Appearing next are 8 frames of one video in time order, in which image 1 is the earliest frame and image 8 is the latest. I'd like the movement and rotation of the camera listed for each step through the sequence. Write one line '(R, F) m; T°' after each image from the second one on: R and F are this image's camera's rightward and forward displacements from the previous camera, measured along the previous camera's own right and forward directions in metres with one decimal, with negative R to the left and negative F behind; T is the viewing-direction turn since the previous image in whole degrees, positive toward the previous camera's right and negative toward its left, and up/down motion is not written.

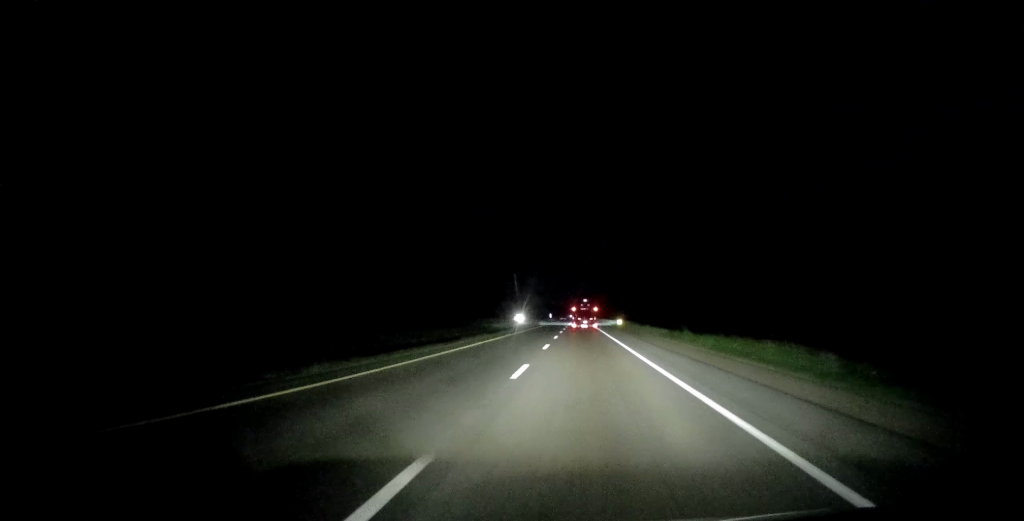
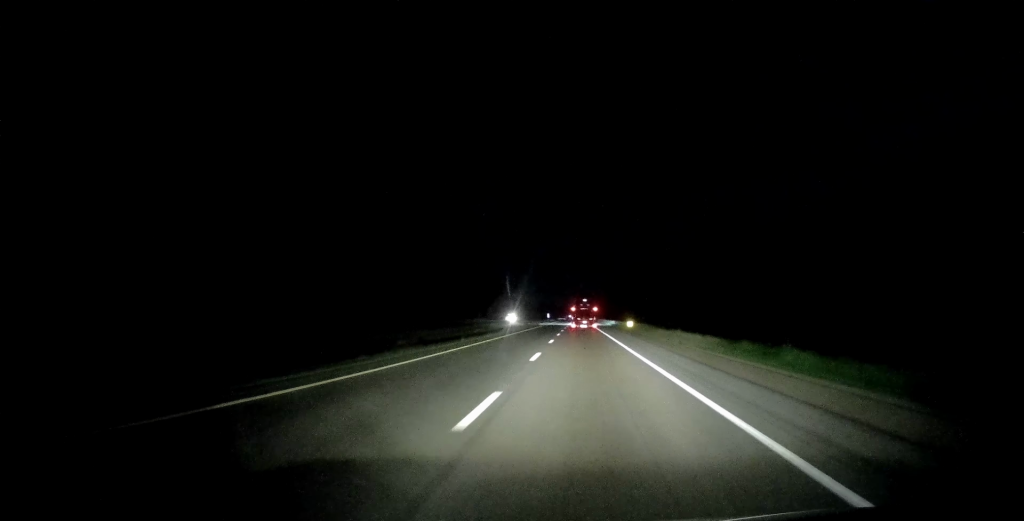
(+0.3, +18.6) m; +1°
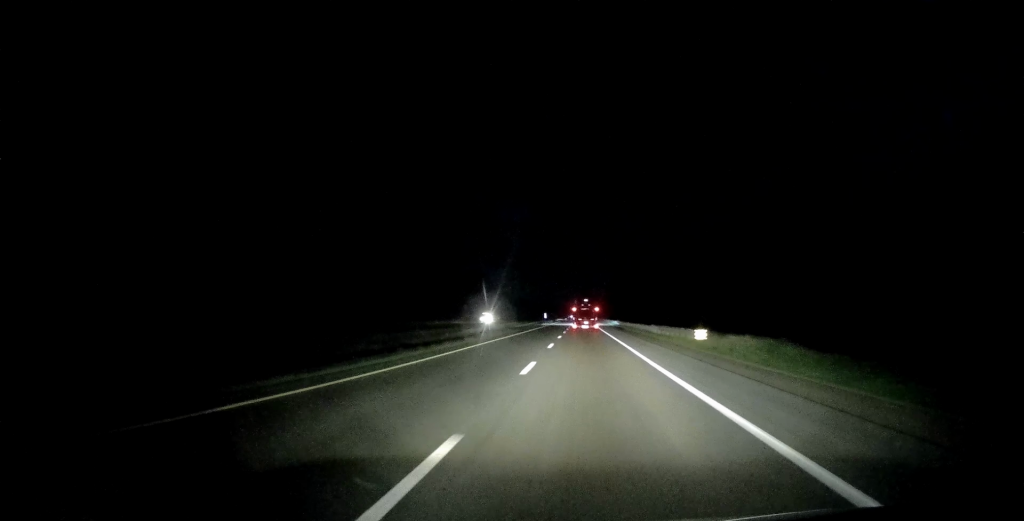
(-0.5, +40.5) m; -2°
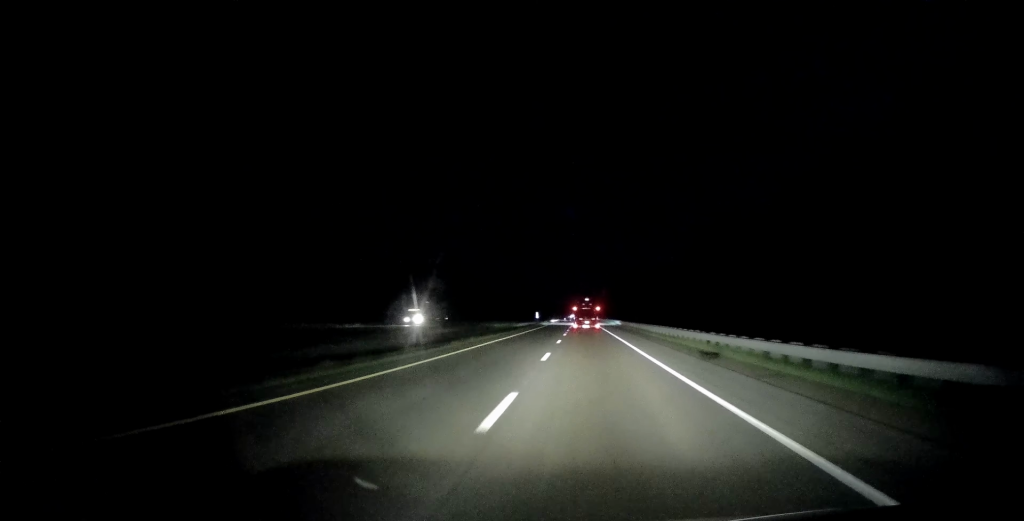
(-0.2, +43.7) m; 0°
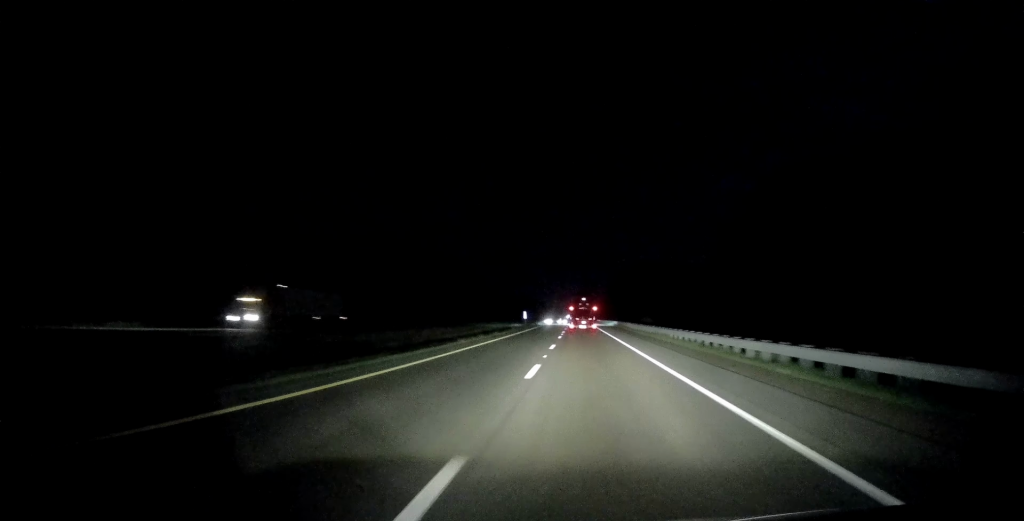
(-0.1, +29.5) m; 0°
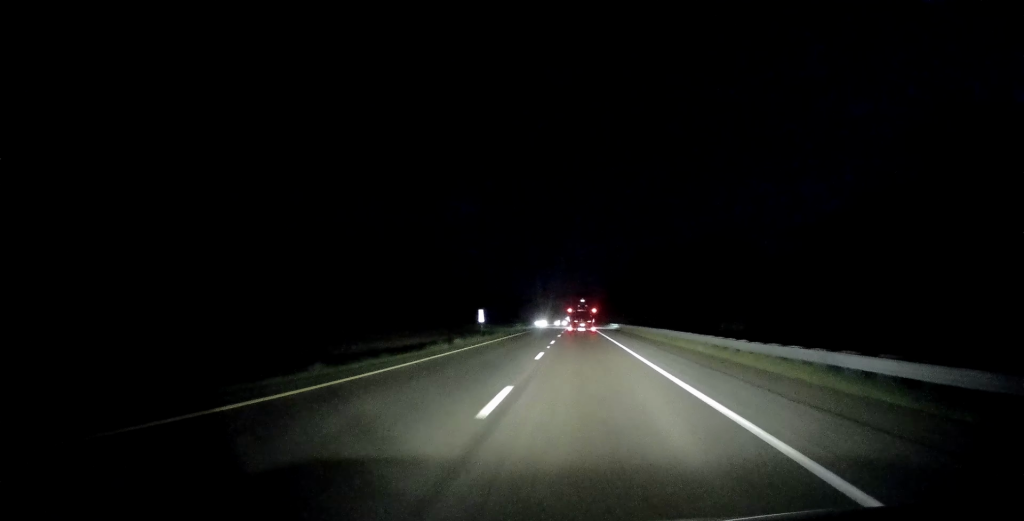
(+0.4, +66.9) m; 0°
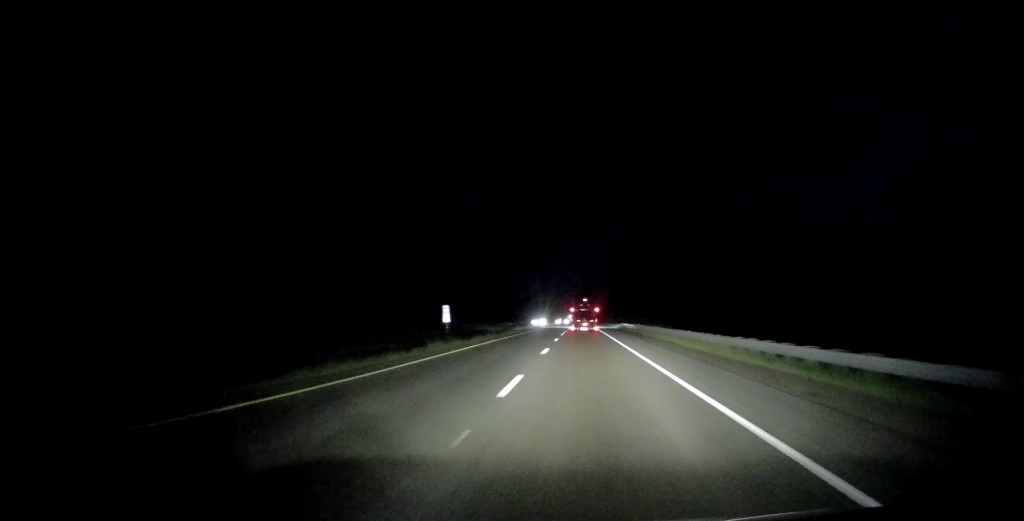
(-0.1, +21.9) m; 0°
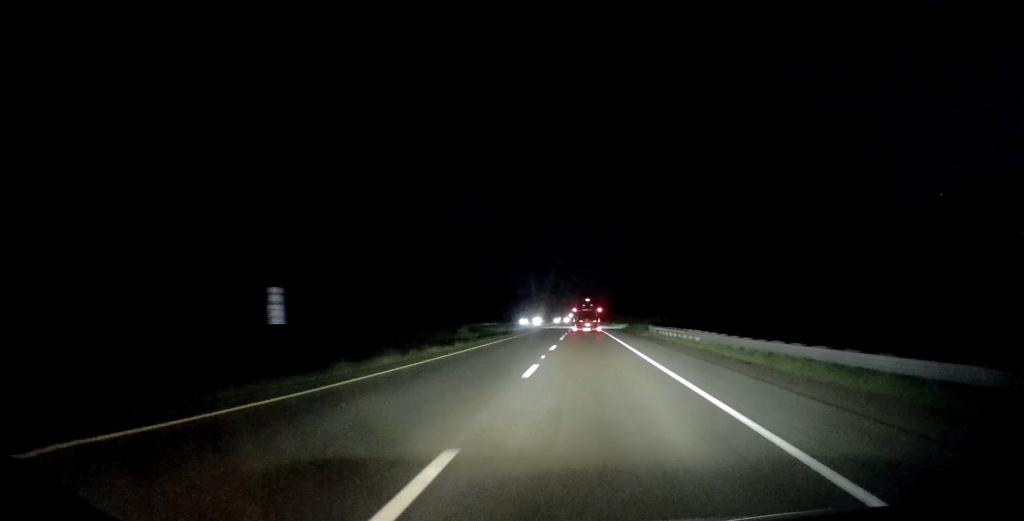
(+0.1, +32.8) m; +1°
